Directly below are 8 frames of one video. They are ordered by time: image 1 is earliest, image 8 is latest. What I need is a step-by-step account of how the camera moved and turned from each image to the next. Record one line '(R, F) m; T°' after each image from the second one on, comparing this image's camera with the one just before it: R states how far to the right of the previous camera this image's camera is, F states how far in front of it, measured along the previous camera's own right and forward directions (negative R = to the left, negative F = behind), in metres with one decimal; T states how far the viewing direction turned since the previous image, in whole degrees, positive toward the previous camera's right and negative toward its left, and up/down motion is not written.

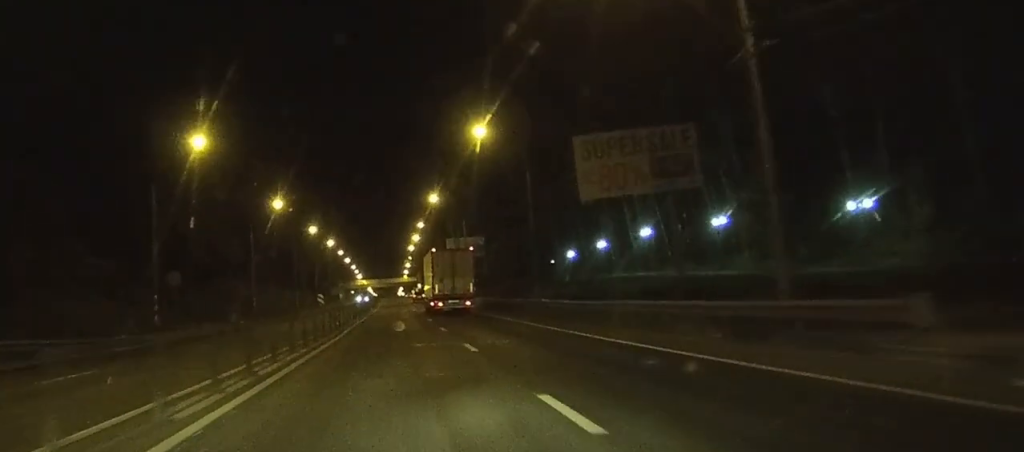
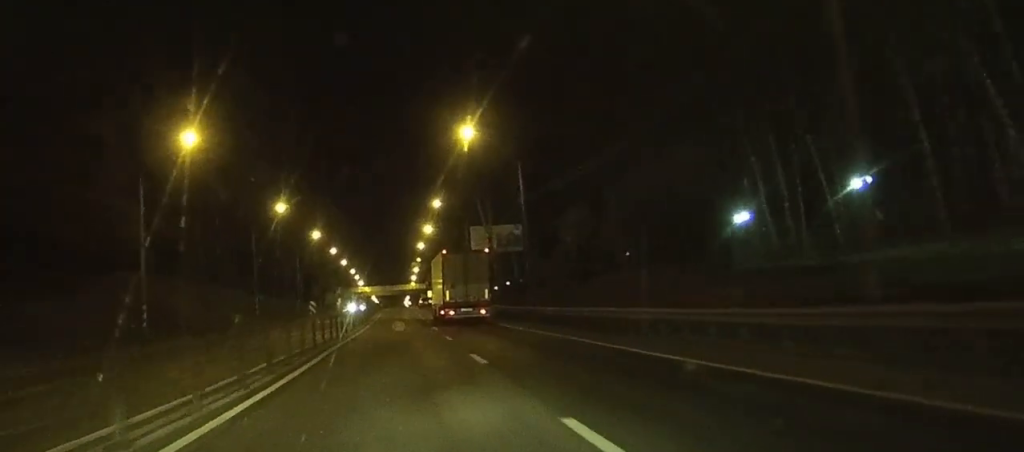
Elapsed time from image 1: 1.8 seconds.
(-0.1, +37.6) m; 0°
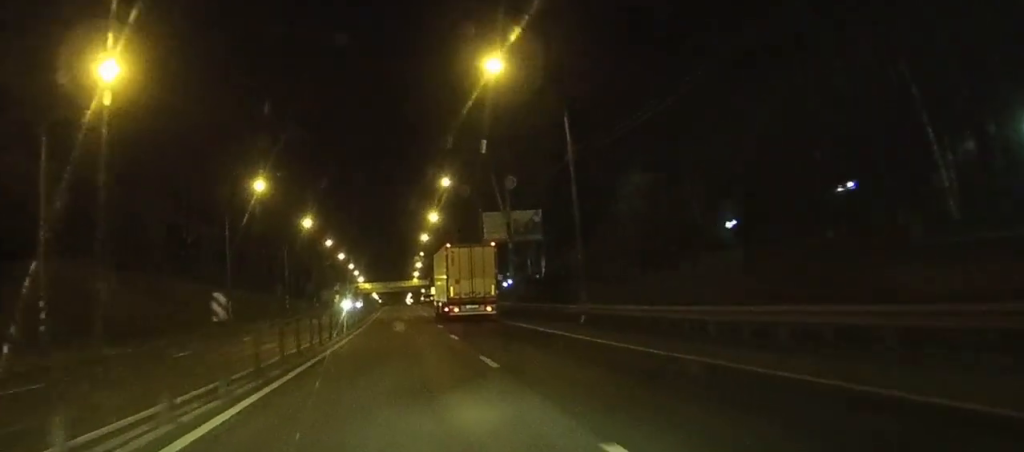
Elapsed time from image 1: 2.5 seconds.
(0.0, +13.7) m; 0°
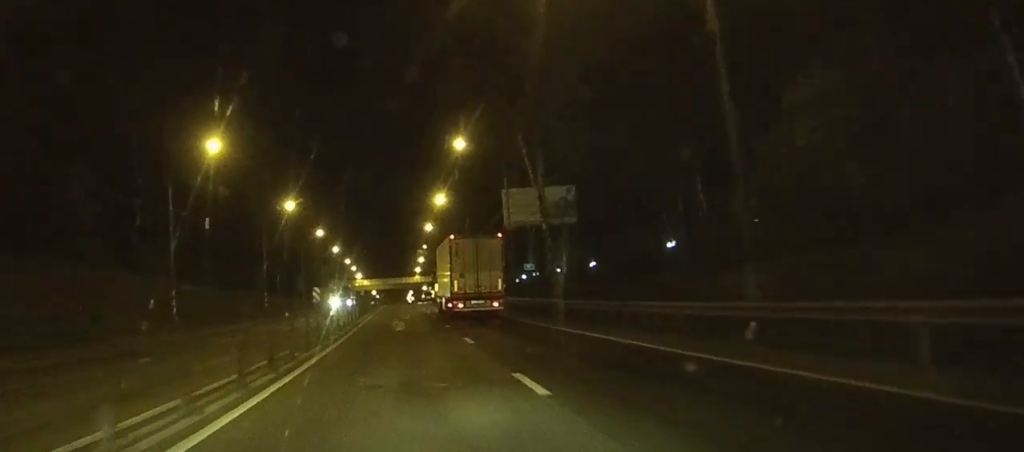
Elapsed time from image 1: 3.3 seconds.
(0.0, +17.2) m; 0°
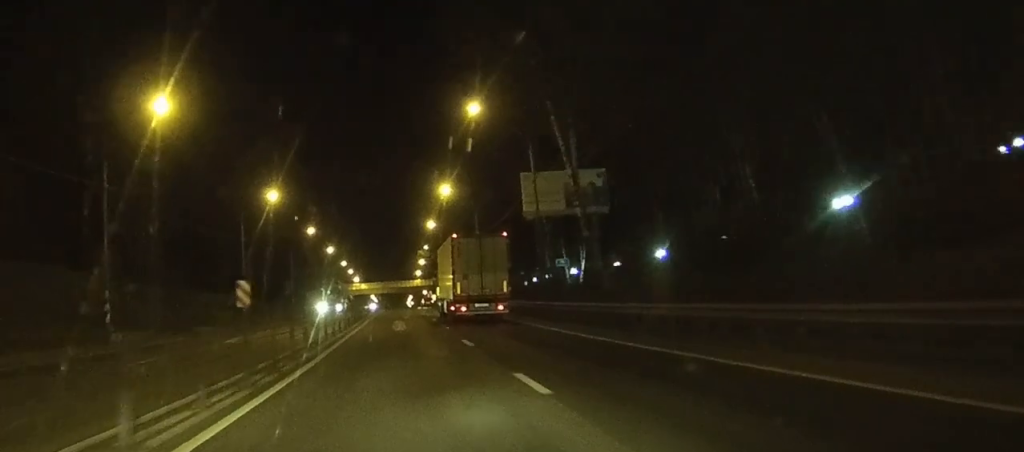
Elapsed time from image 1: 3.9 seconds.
(0.0, +11.6) m; 0°
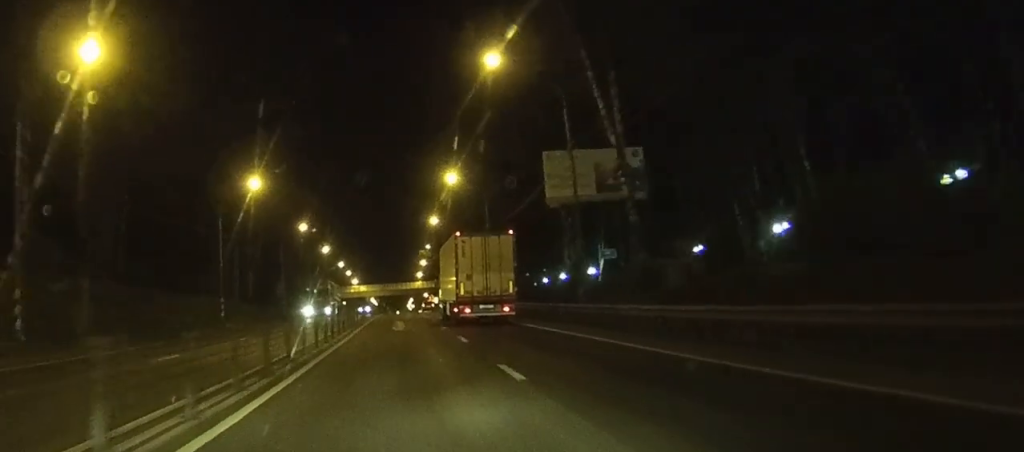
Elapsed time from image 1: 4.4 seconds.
(0.0, +9.6) m; 0°
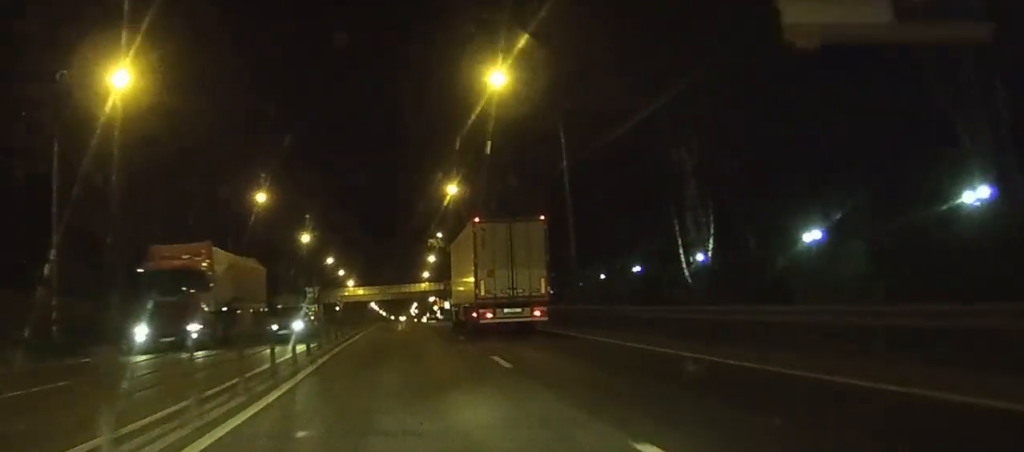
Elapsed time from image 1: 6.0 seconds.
(-0.1, +32.6) m; 0°
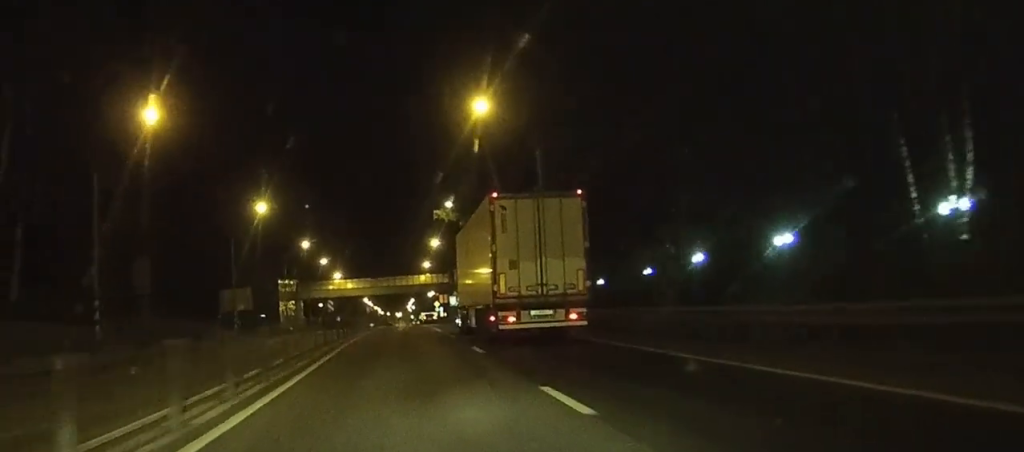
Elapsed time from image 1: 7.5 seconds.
(+0.2, +30.3) m; 0°
